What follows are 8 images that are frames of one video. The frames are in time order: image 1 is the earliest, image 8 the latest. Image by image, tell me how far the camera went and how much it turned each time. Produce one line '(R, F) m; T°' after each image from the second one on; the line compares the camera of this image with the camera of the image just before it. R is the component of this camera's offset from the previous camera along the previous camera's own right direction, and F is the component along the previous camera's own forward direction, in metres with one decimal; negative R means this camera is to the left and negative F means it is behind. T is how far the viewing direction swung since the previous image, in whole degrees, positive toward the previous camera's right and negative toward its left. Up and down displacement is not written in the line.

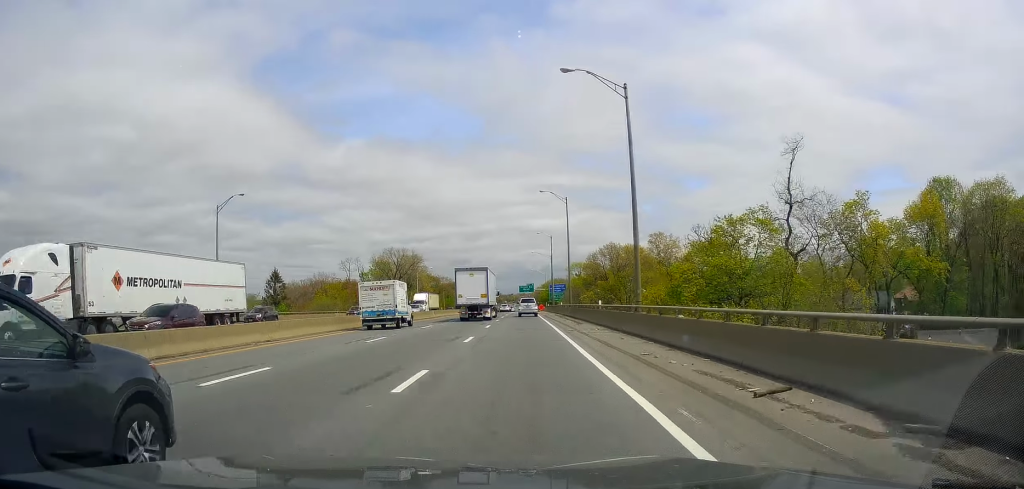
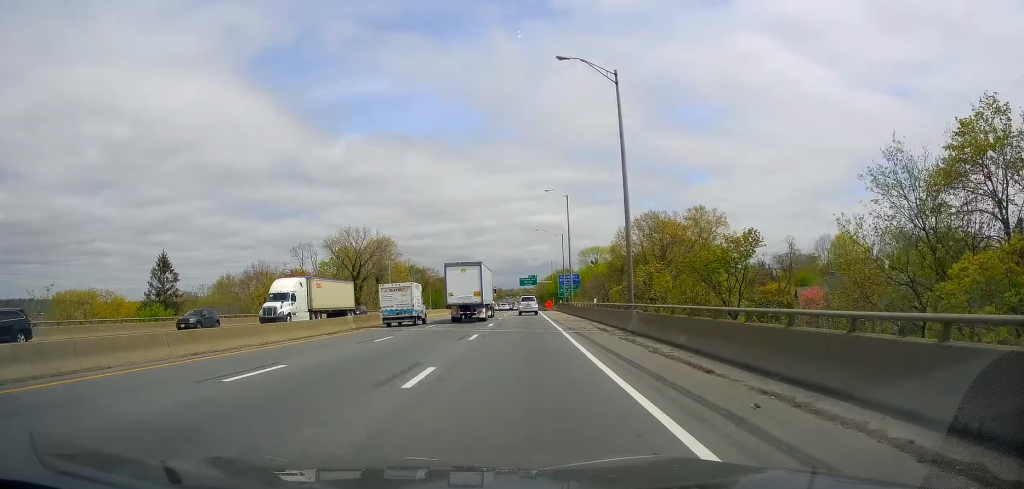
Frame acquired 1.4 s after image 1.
(-0.2, +36.9) m; 0°
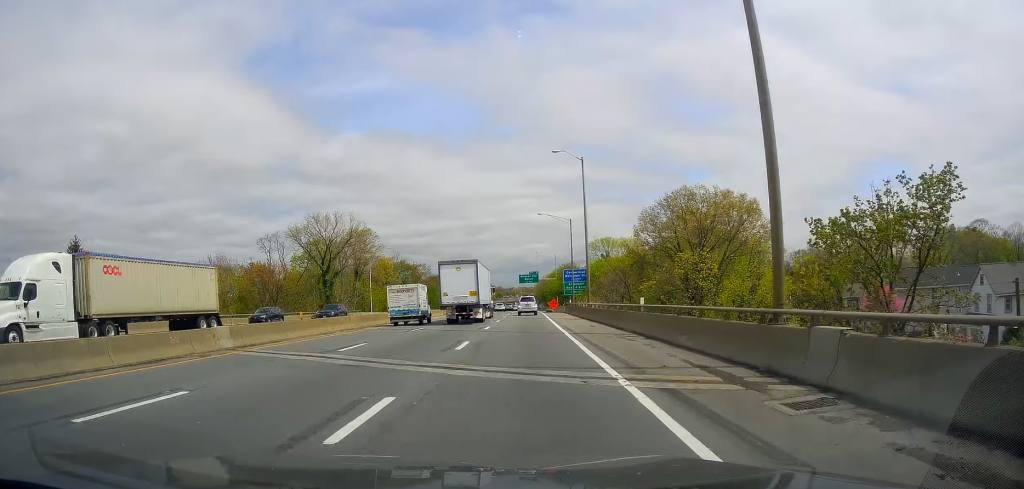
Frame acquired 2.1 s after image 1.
(0.0, +18.6) m; 0°
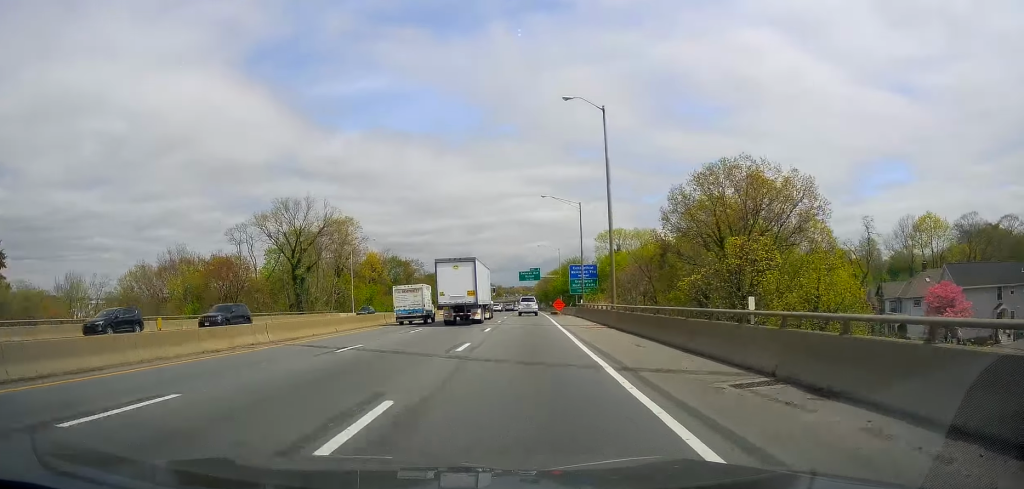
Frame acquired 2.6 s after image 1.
(0.0, +14.6) m; 0°
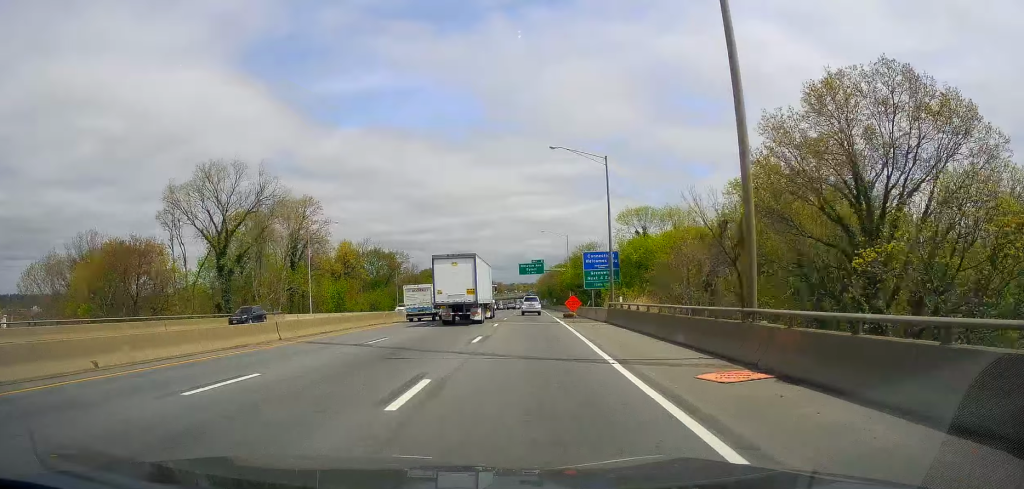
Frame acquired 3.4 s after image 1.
(+0.1, +24.4) m; 0°
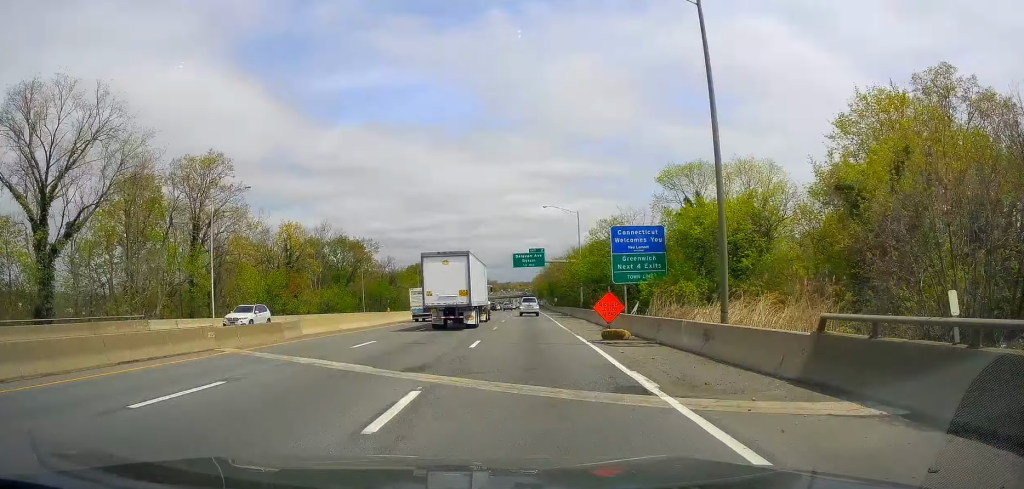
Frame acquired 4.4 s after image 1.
(-0.1, +27.3) m; 0°
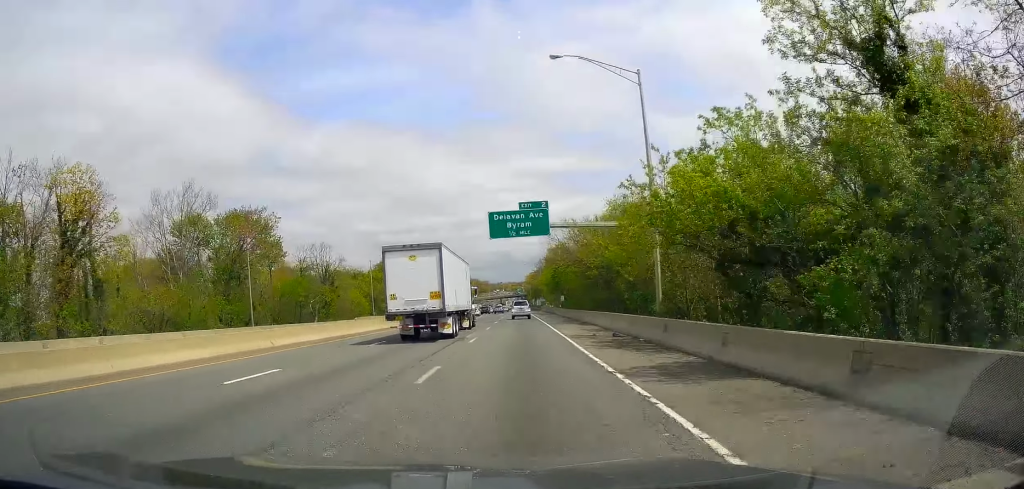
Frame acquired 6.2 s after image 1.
(+0.2, +40.2) m; 0°
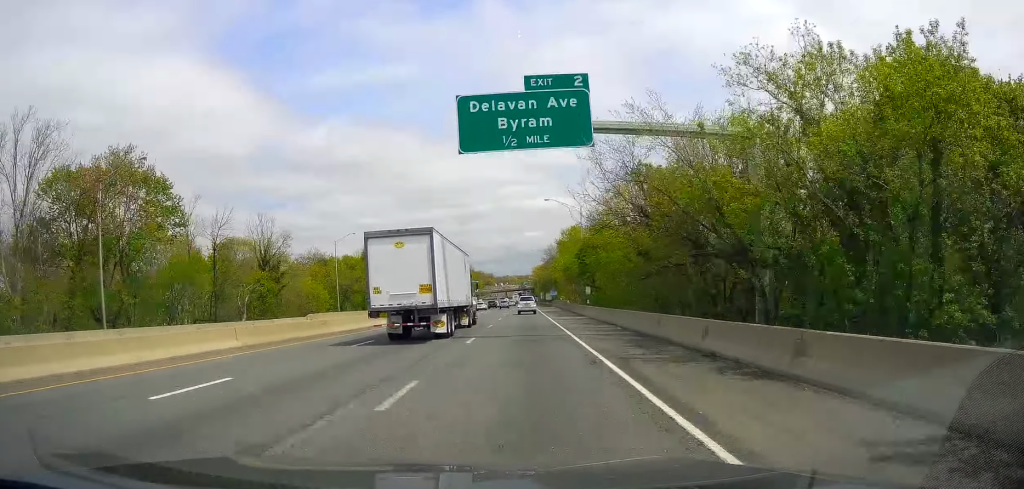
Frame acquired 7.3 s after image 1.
(0.0, +23.7) m; 0°
